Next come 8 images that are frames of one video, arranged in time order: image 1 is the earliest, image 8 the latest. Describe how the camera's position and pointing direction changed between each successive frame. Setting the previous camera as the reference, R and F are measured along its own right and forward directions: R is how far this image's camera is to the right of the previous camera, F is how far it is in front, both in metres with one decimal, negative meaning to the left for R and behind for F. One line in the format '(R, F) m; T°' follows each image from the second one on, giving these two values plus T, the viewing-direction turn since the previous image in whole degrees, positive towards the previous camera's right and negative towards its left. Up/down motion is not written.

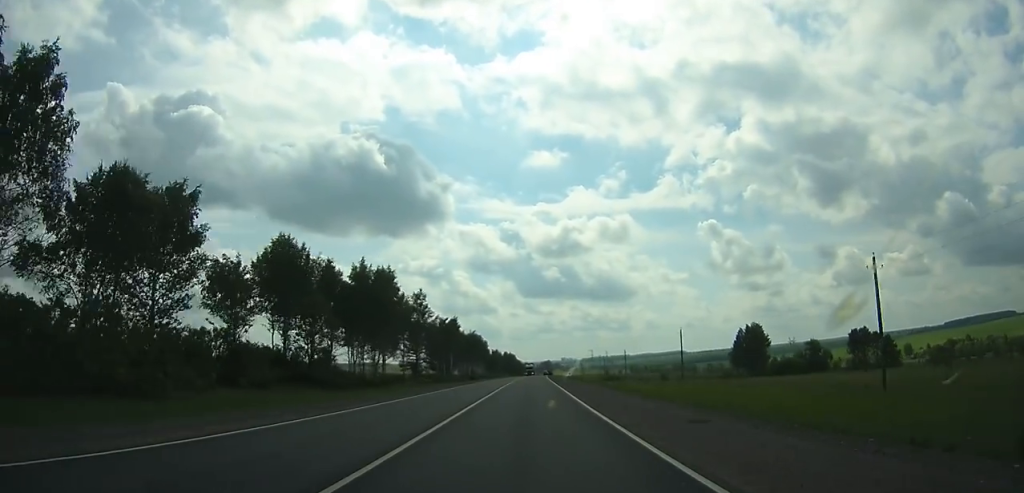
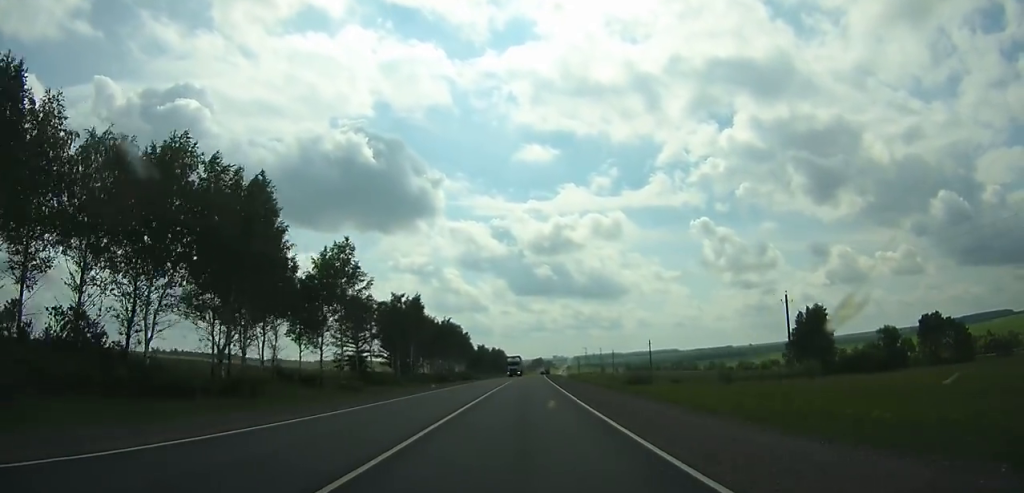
(+0.1, +43.7) m; +1°
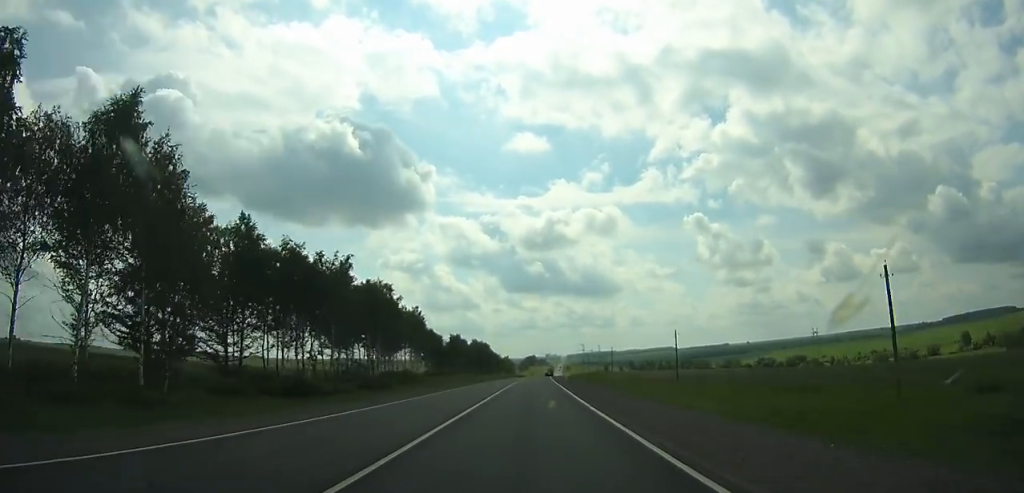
(+0.5, +85.1) m; +1°
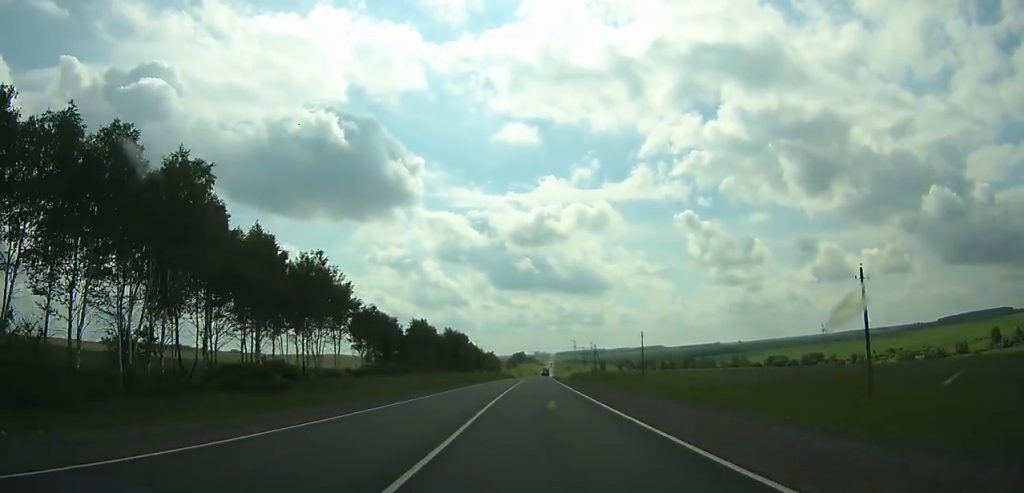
(+0.6, +55.4) m; +1°
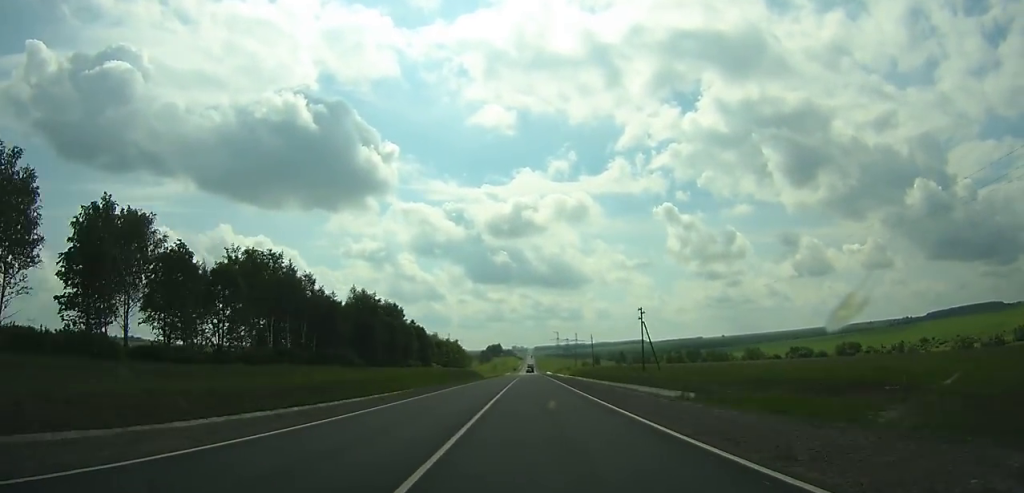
(+1.3, +91.7) m; +2°
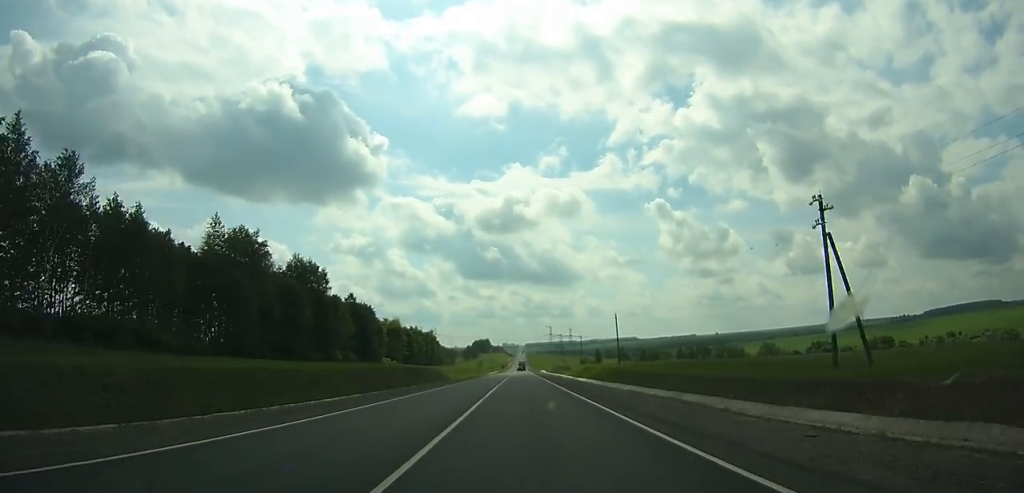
(+0.3, +50.4) m; +1°
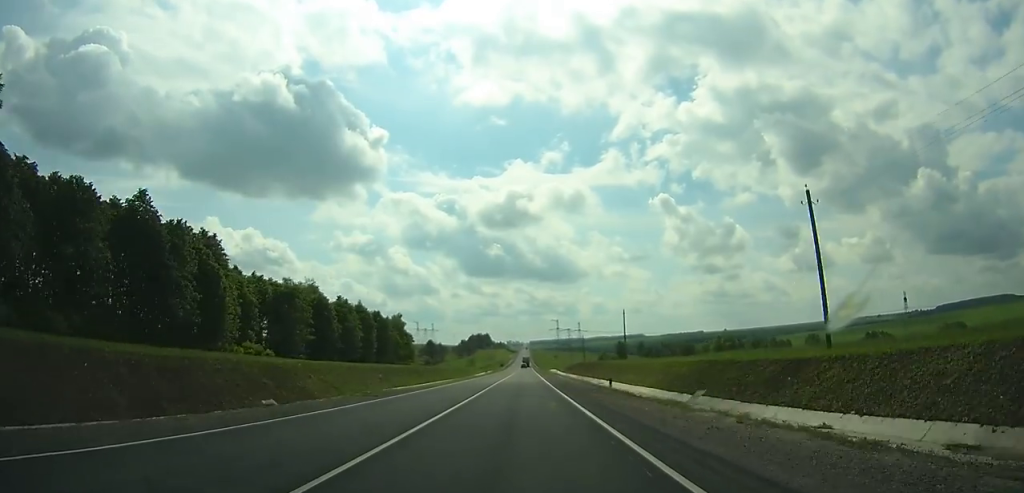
(+0.4, +66.1) m; 0°
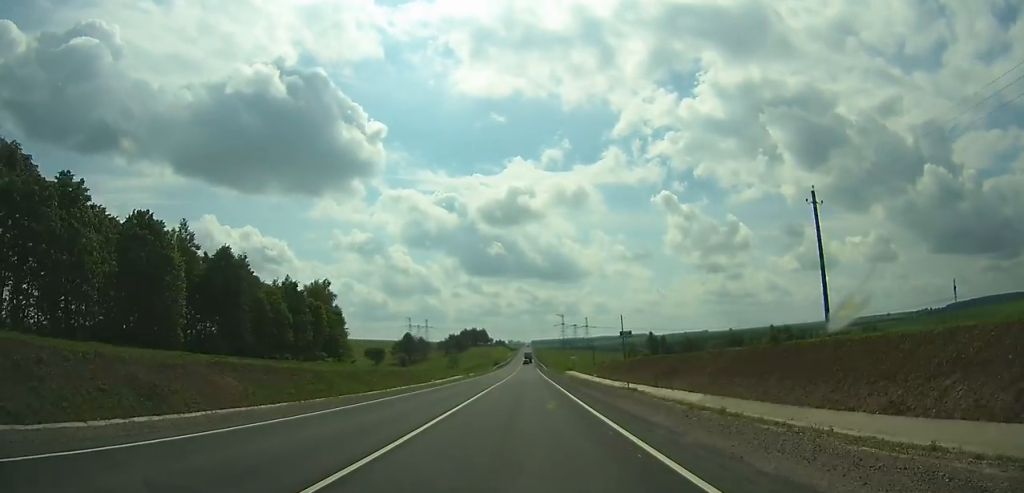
(0.0, +65.4) m; 0°
